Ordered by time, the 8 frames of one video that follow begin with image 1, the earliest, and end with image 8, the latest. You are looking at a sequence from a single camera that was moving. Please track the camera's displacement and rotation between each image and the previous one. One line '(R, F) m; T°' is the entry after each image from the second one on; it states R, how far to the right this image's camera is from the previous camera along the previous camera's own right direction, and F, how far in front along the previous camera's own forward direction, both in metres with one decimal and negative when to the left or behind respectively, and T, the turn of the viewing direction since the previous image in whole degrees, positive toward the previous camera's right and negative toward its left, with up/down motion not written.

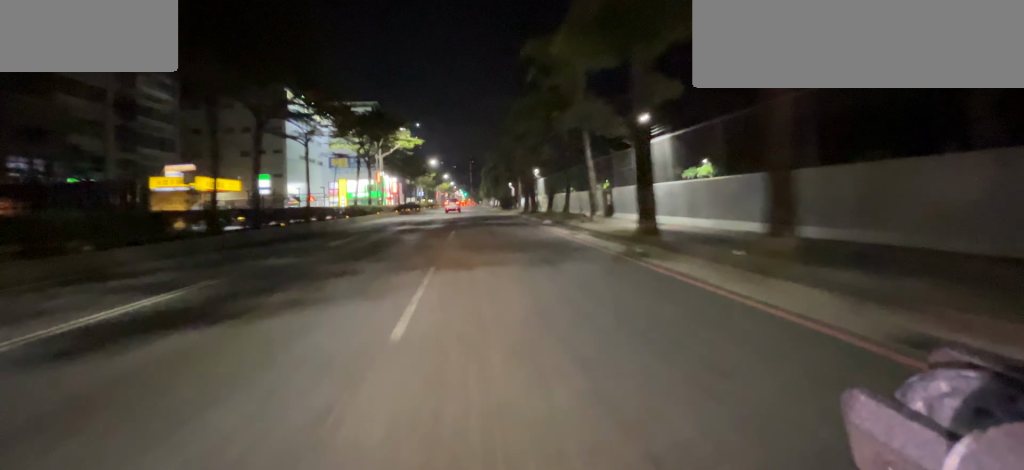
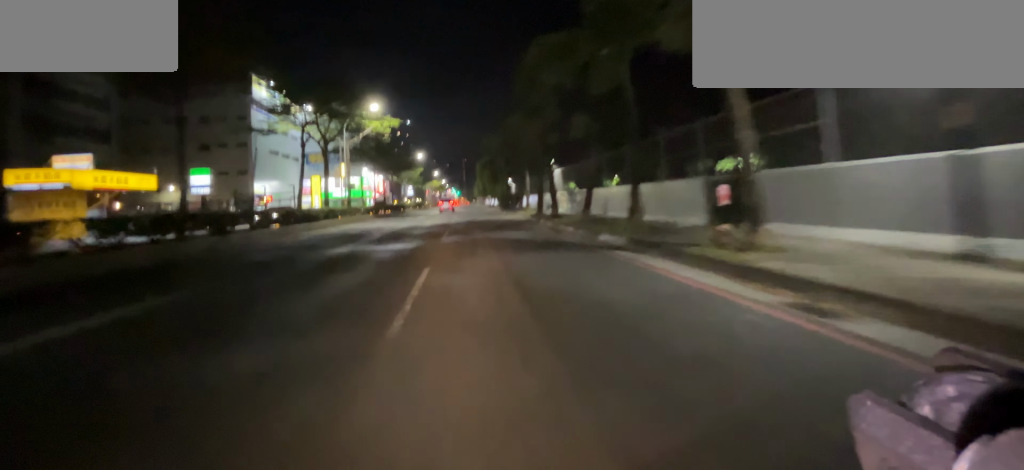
(+0.1, +9.3) m; 0°
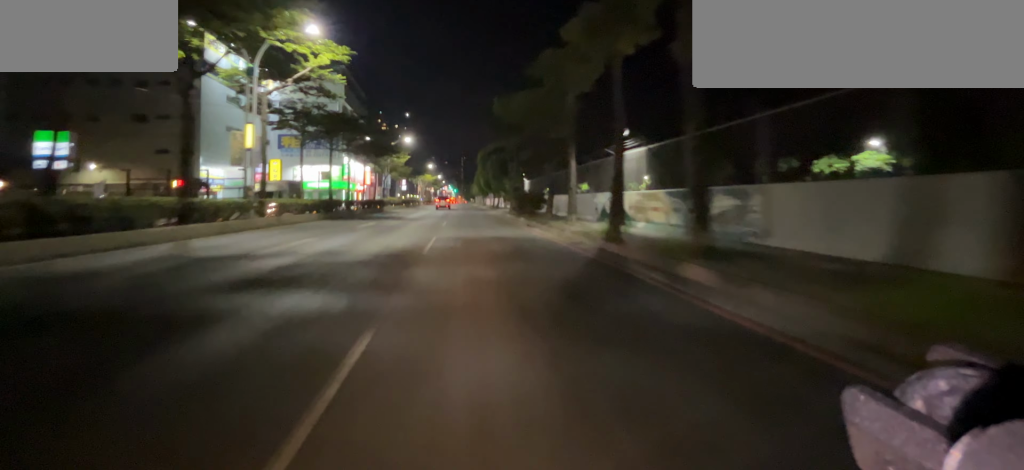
(0.0, +13.7) m; 0°
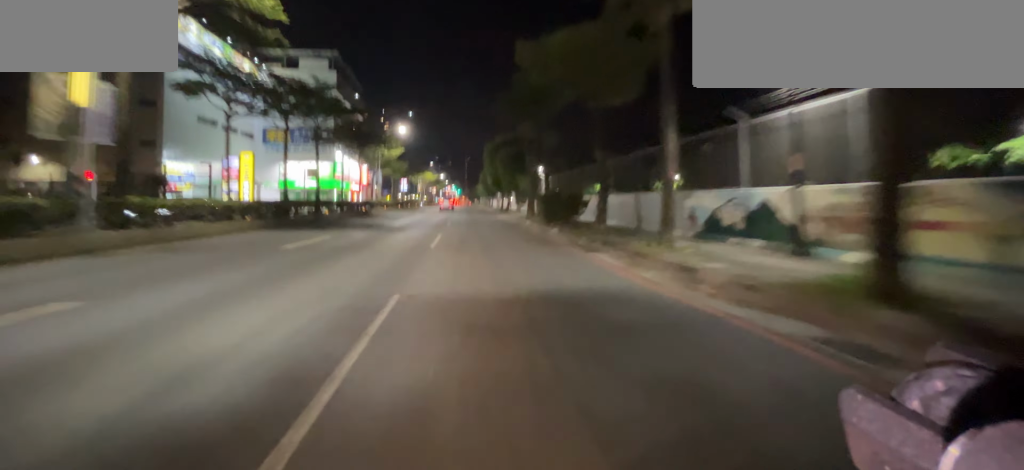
(0.0, +8.4) m; 0°
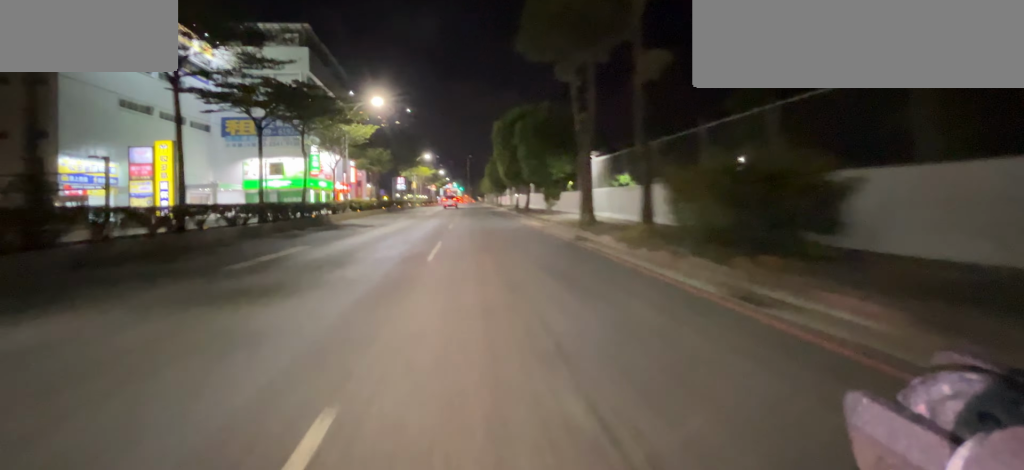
(0.0, +13.0) m; 0°
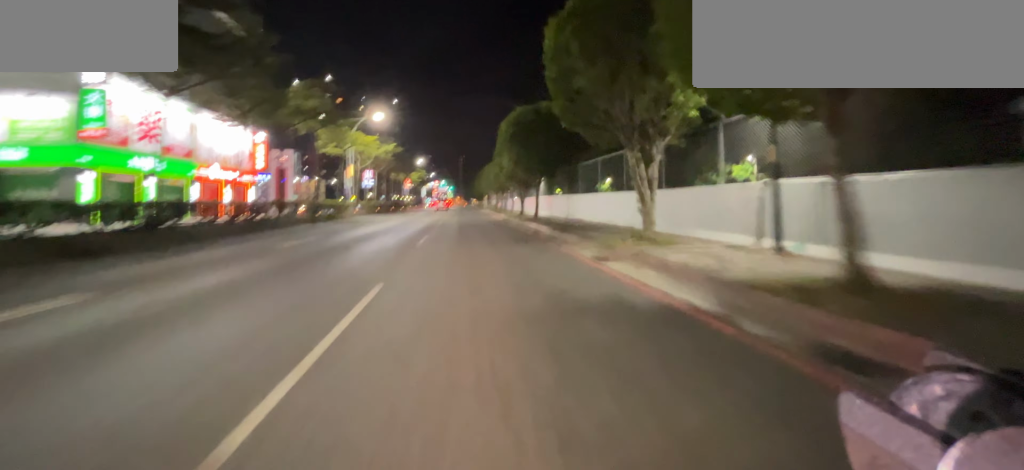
(-0.4, +36.2) m; -1°
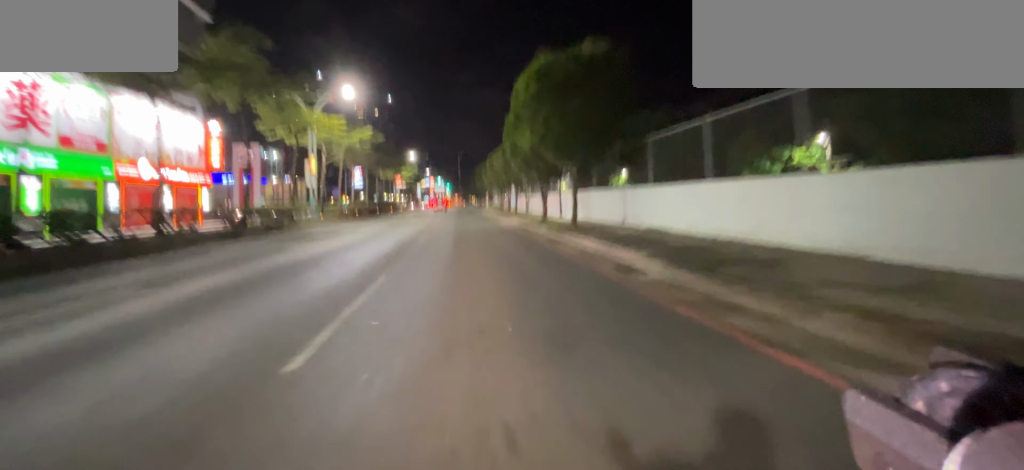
(0.0, +8.7) m; +1°
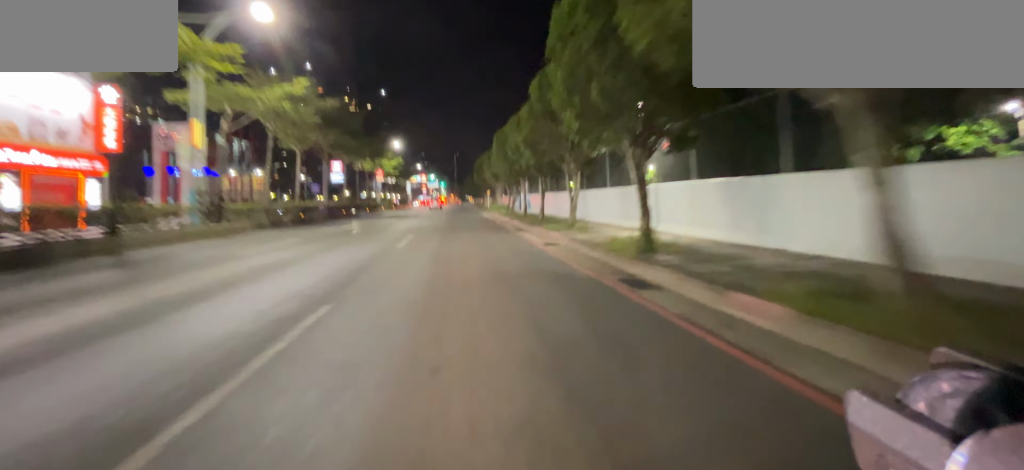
(+0.2, +11.9) m; +1°
